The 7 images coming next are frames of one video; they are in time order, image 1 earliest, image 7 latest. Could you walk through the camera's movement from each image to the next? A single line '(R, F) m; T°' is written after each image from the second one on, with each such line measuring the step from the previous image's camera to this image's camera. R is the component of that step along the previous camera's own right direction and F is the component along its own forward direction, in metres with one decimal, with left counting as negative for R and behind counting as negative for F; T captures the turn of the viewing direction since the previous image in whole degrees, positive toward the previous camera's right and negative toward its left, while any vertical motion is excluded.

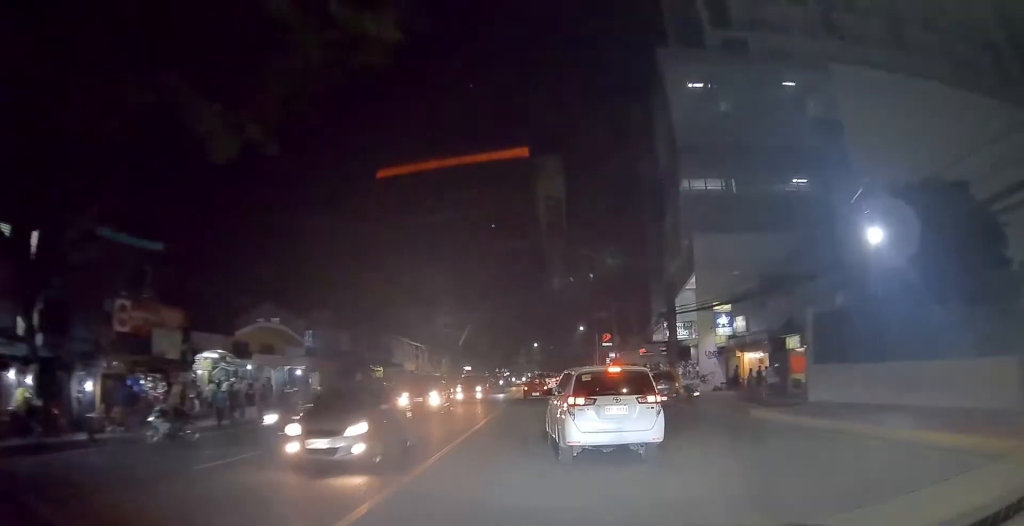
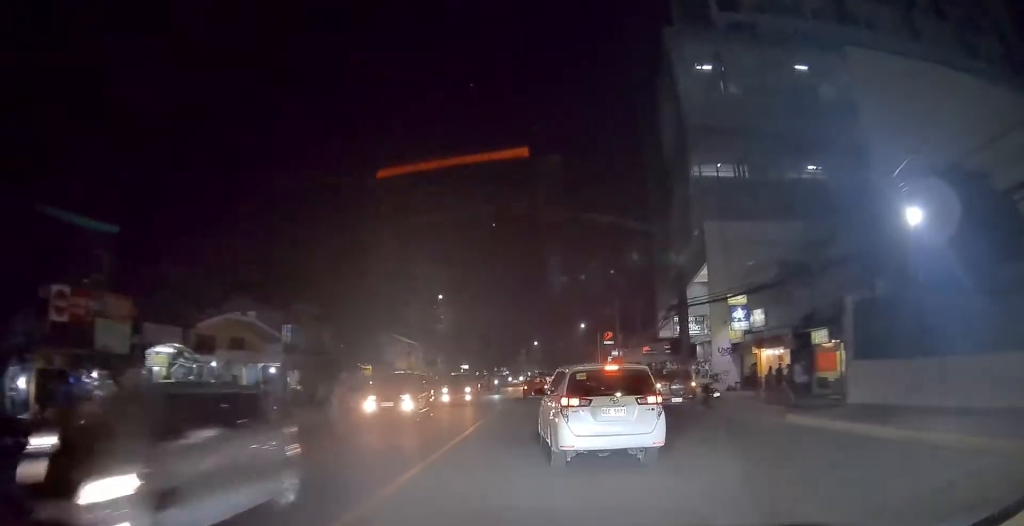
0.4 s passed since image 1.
(+0.1, +2.7) m; 0°
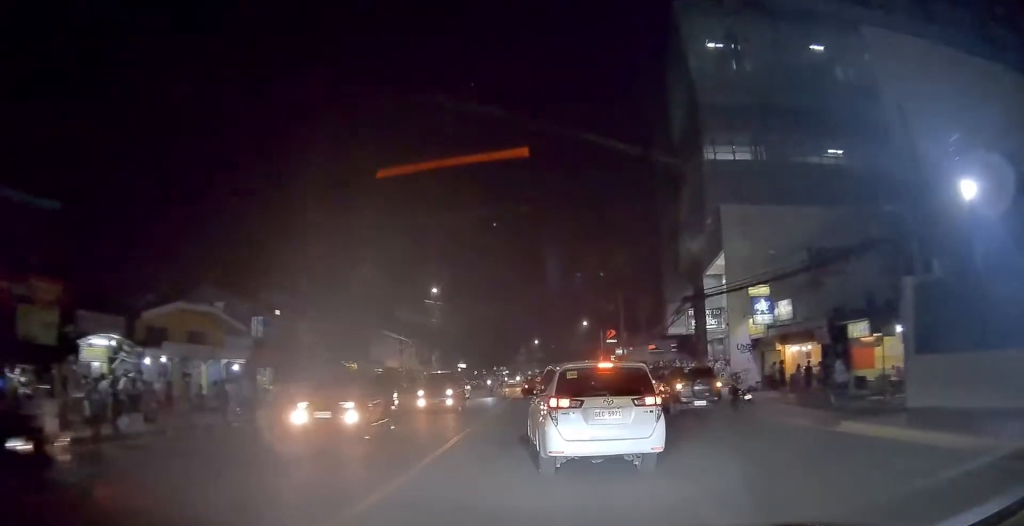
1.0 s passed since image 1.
(0.0, +3.1) m; -1°
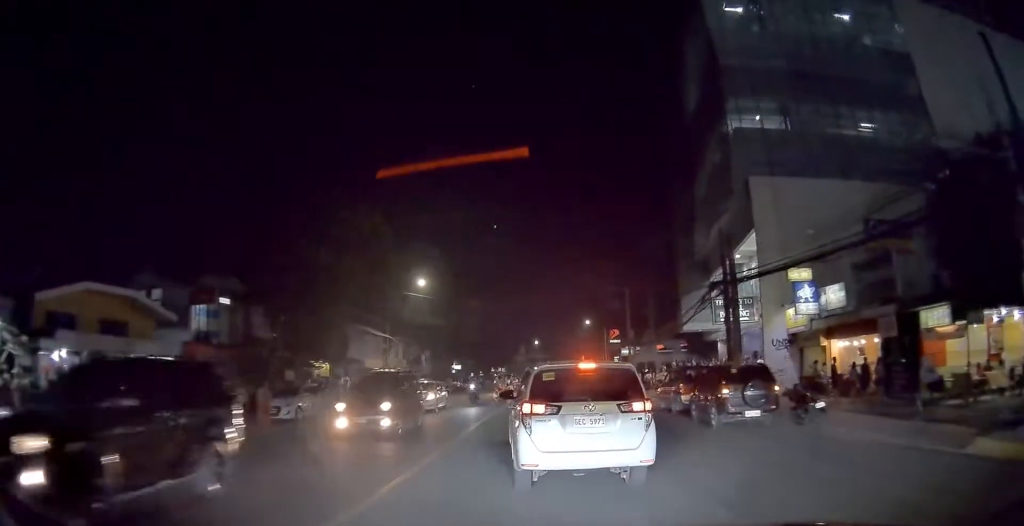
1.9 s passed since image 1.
(-0.1, +4.9) m; -2°
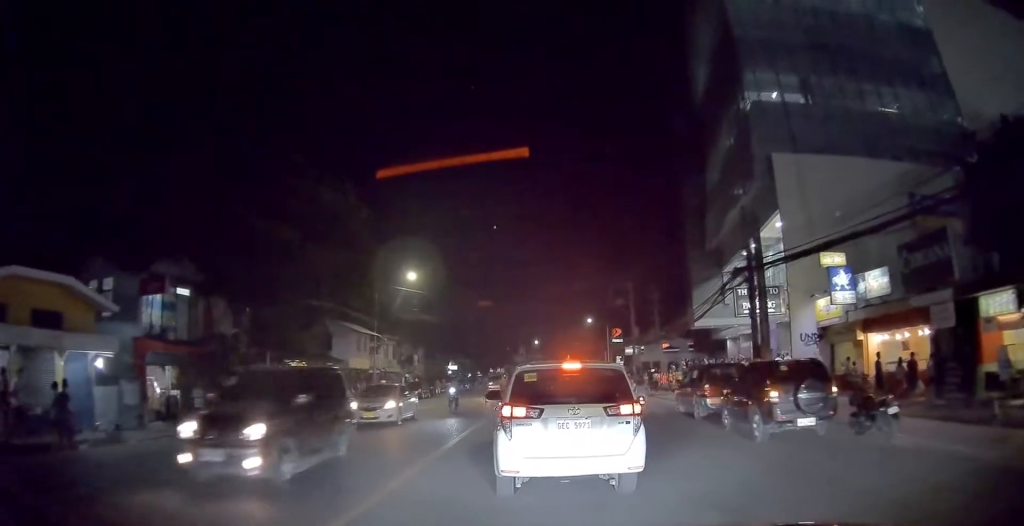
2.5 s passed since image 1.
(-0.1, +3.3) m; -1°
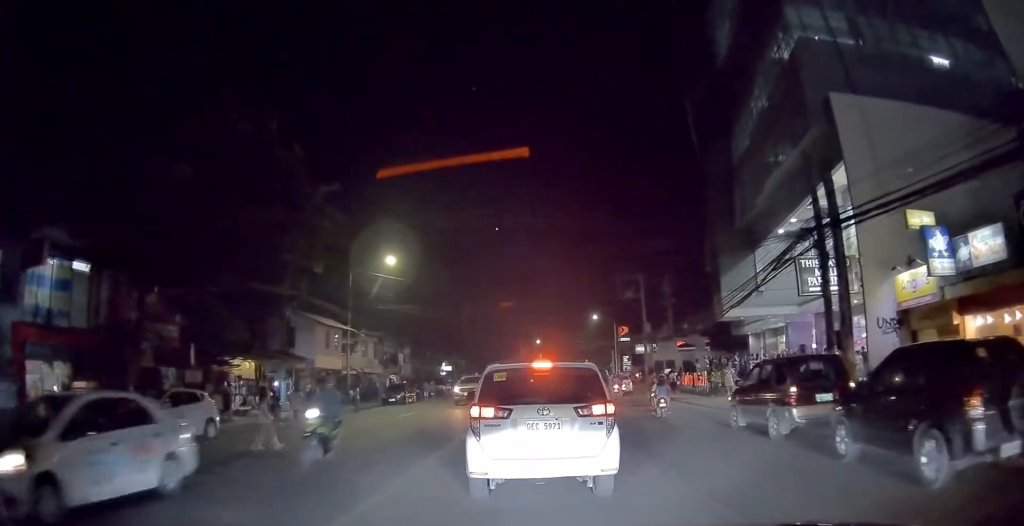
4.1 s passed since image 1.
(+0.2, +6.1) m; +1°
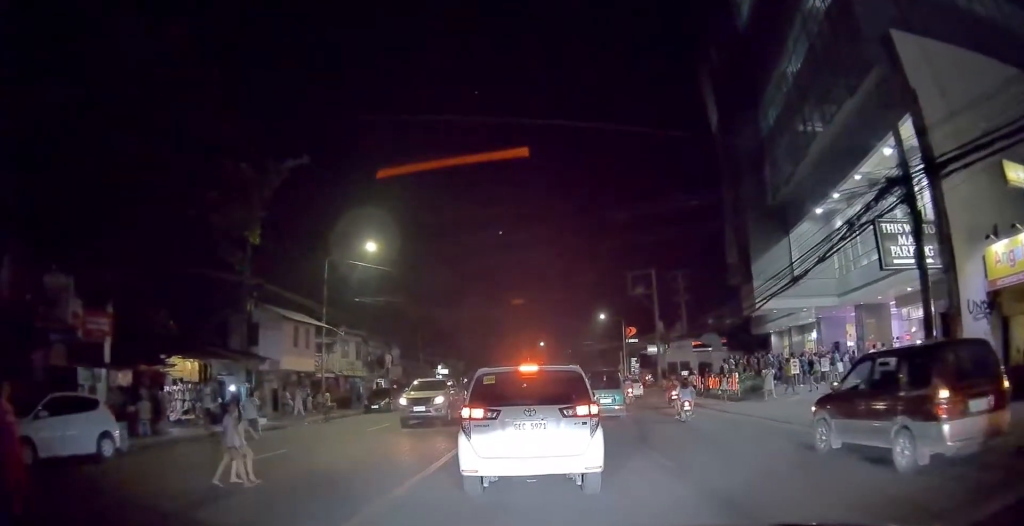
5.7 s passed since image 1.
(-0.2, +4.8) m; +1°
